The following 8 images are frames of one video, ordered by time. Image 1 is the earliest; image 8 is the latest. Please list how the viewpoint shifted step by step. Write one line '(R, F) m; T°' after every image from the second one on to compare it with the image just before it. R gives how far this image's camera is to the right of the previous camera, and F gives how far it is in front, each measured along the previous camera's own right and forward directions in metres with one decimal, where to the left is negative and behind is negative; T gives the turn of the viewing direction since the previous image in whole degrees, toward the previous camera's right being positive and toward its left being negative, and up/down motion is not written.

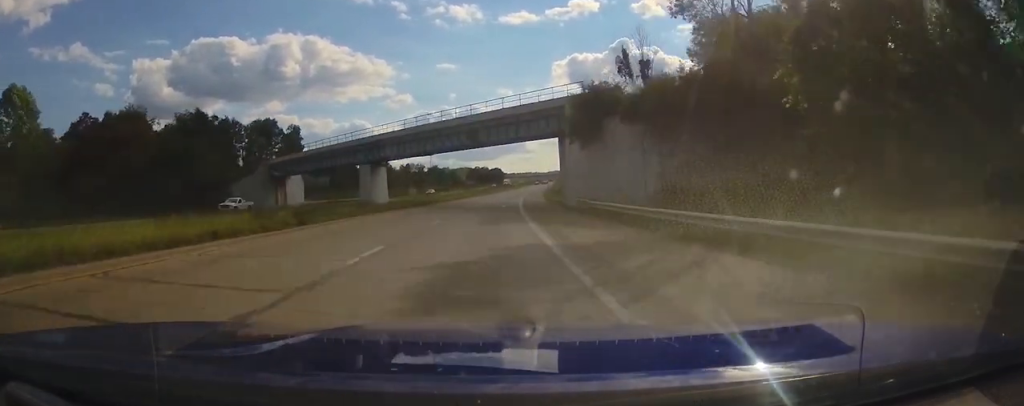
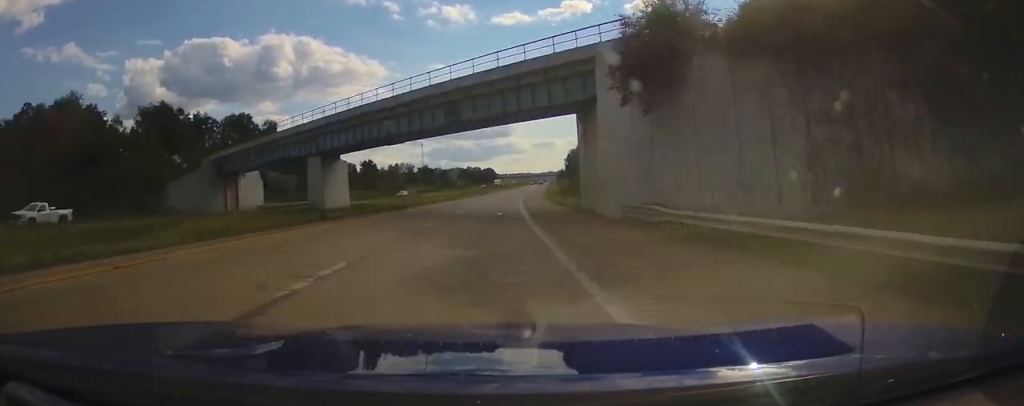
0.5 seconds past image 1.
(0.0, +15.3) m; 0°
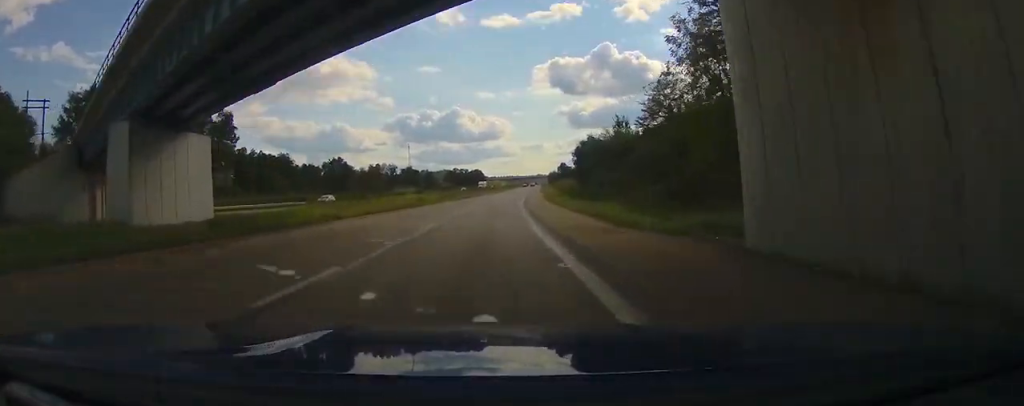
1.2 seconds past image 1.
(0.0, +25.2) m; +1°
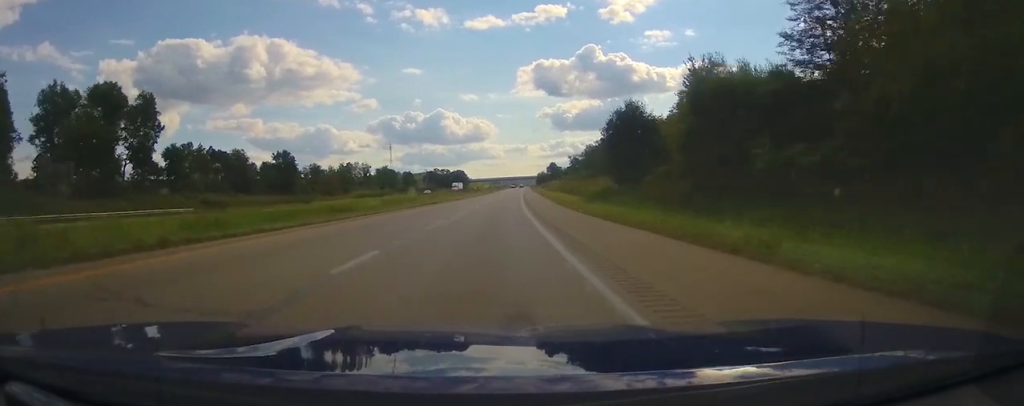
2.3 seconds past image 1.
(+0.4, +34.1) m; +2°
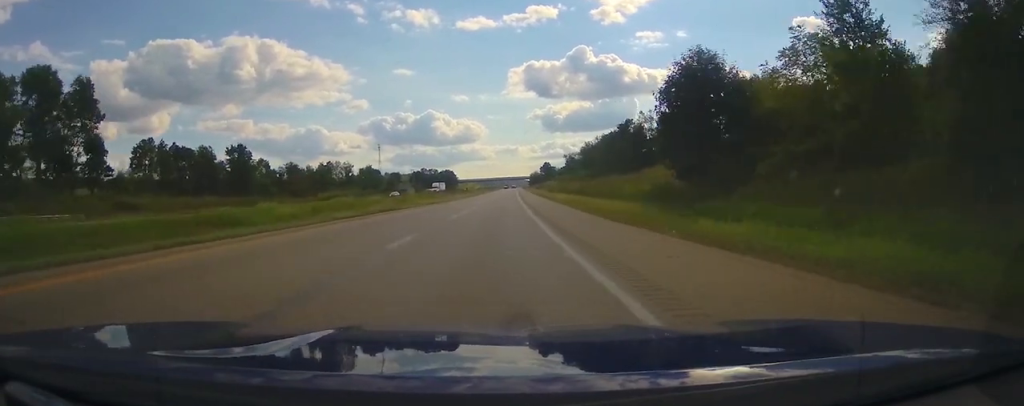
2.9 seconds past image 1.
(+0.2, +20.8) m; +2°
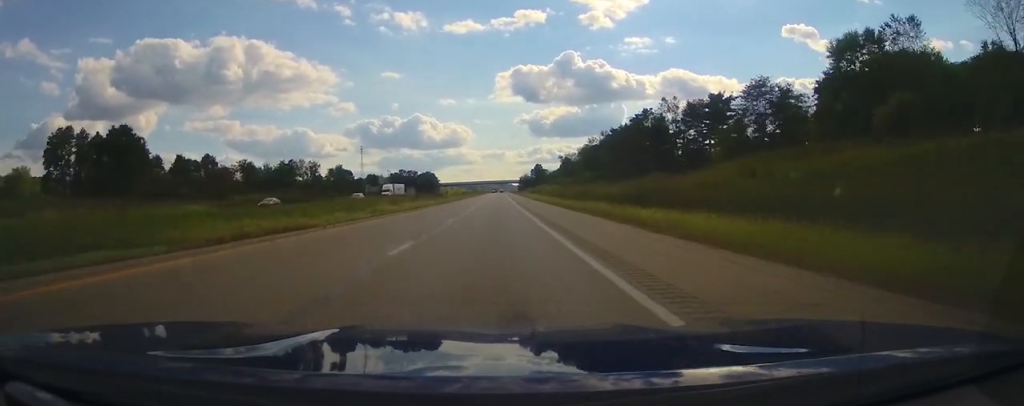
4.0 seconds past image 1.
(+1.0, +37.2) m; +2°
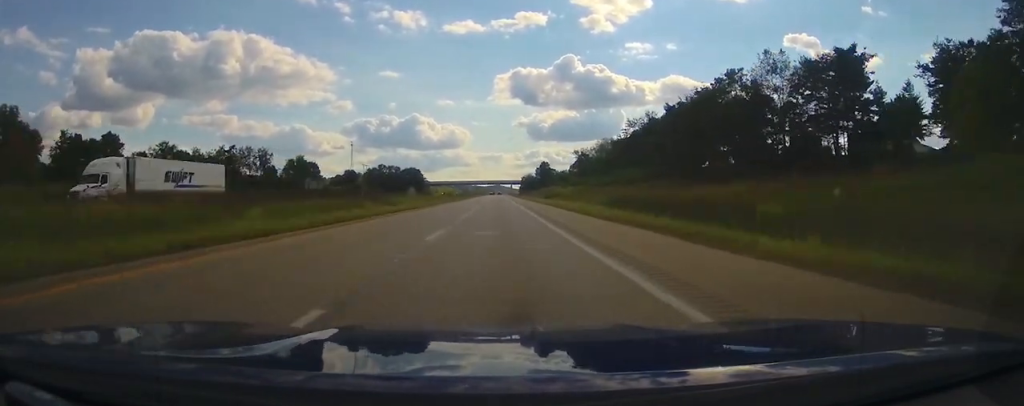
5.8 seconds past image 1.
(0.0, +57.6) m; 0°
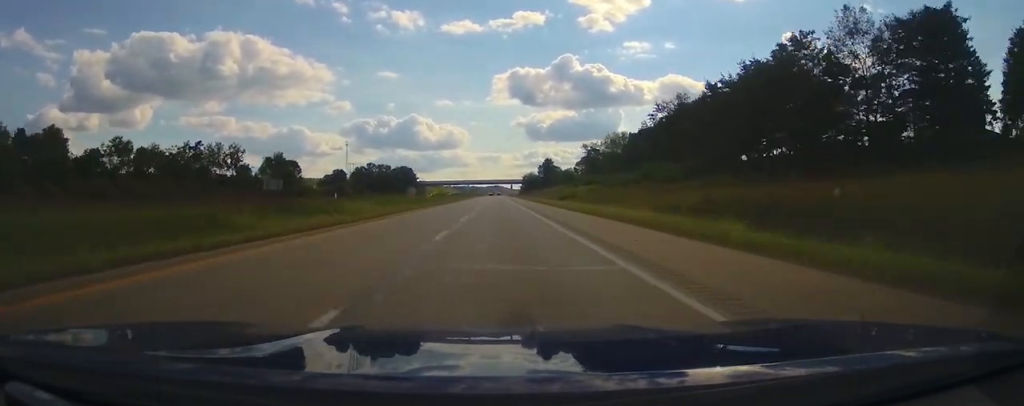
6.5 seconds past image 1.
(+0.5, +23.8) m; 0°
